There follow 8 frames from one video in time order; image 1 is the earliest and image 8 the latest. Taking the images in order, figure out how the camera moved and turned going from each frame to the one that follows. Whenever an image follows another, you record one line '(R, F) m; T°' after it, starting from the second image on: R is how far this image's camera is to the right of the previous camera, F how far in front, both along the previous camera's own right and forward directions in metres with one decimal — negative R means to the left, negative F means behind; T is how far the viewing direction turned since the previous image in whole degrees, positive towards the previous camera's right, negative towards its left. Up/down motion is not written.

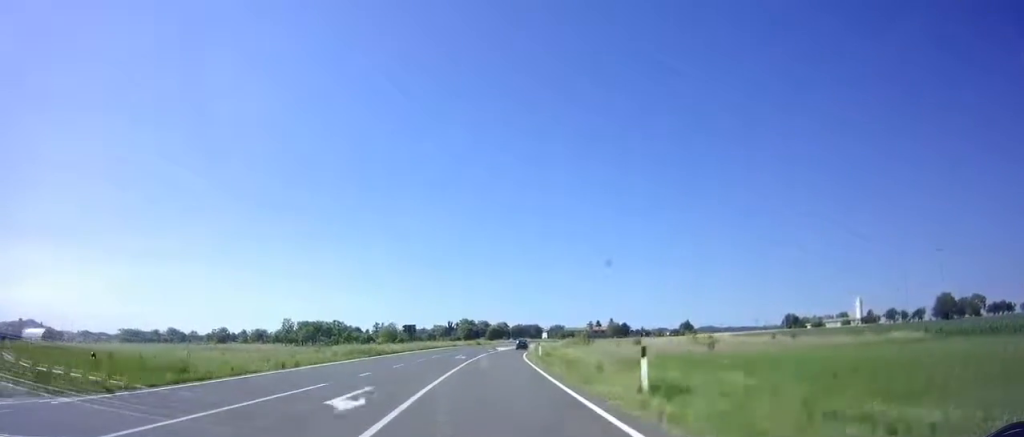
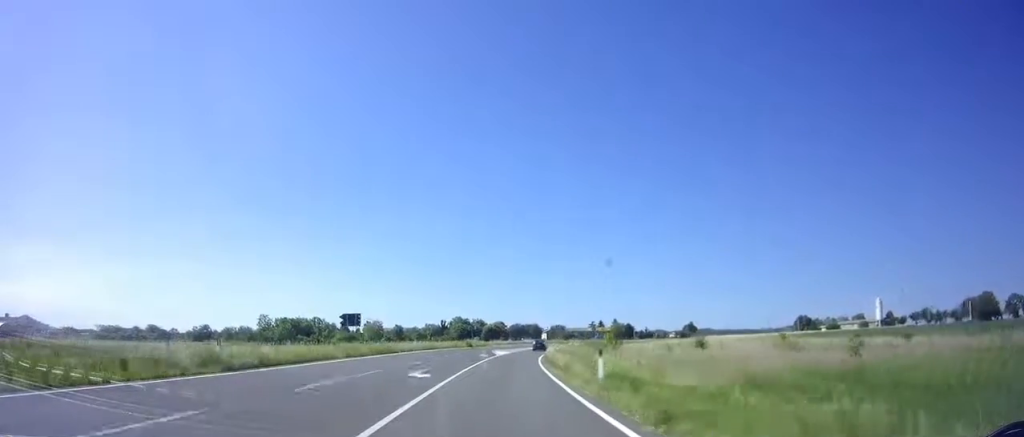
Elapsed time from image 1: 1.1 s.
(+0.1, +21.0) m; +1°
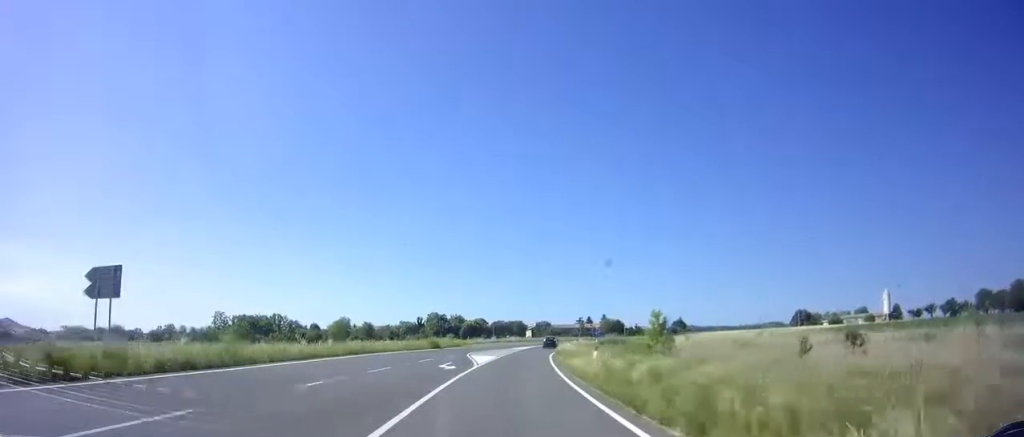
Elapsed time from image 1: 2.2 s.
(+0.4, +22.2) m; +2°
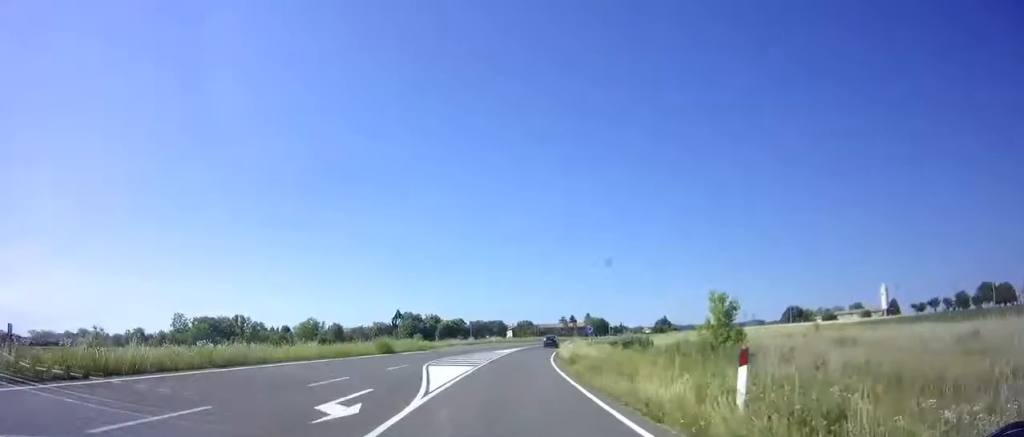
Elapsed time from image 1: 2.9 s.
(+0.2, +13.7) m; +2°
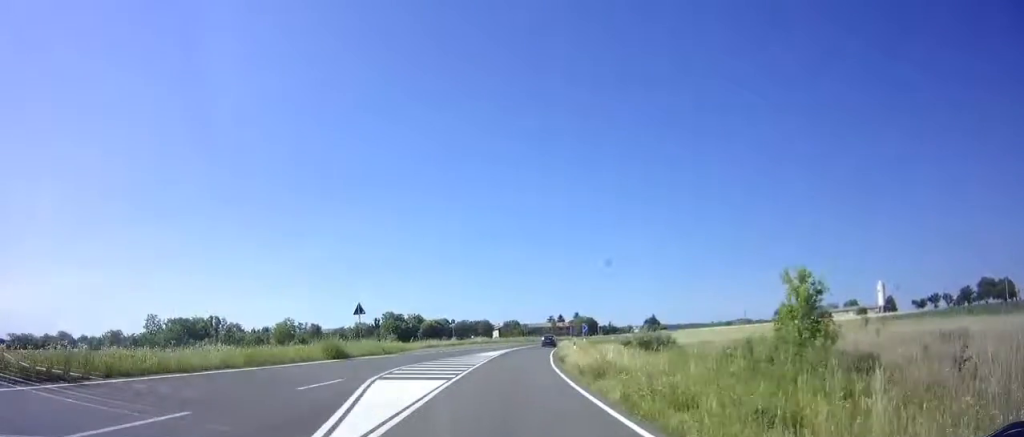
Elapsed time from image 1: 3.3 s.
(+0.1, +7.8) m; +1°
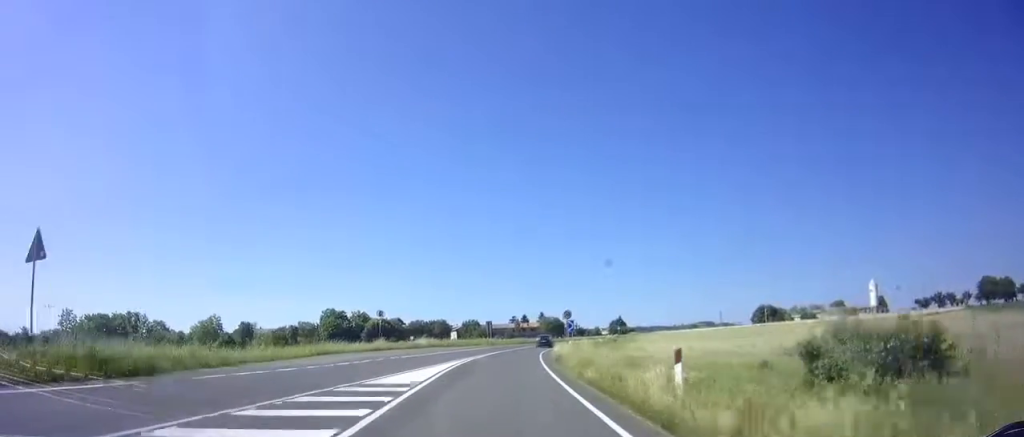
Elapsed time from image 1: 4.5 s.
(+0.8, +22.9) m; +4°
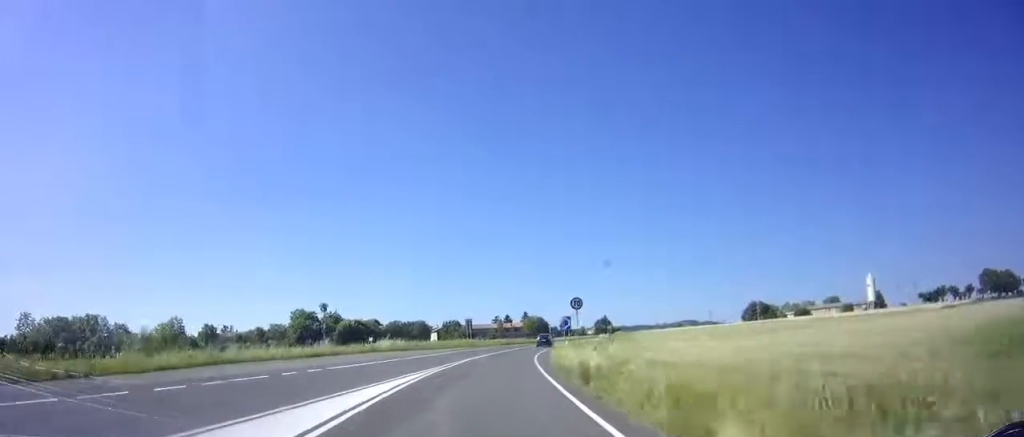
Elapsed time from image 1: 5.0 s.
(+0.2, +11.2) m; +2°
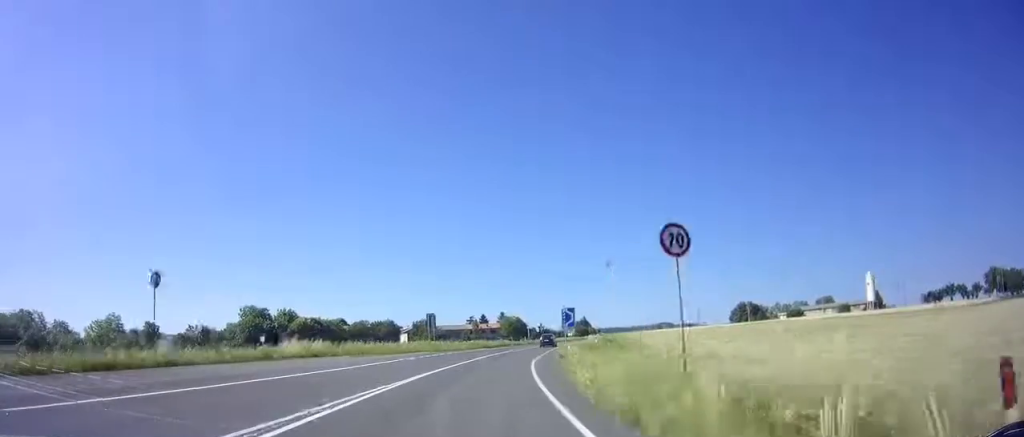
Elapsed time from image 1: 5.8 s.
(+0.3, +15.7) m; +3°
